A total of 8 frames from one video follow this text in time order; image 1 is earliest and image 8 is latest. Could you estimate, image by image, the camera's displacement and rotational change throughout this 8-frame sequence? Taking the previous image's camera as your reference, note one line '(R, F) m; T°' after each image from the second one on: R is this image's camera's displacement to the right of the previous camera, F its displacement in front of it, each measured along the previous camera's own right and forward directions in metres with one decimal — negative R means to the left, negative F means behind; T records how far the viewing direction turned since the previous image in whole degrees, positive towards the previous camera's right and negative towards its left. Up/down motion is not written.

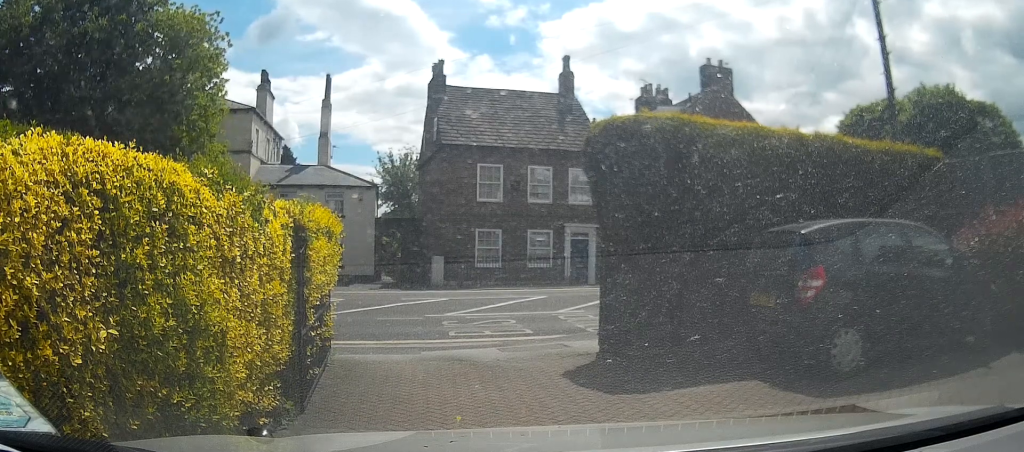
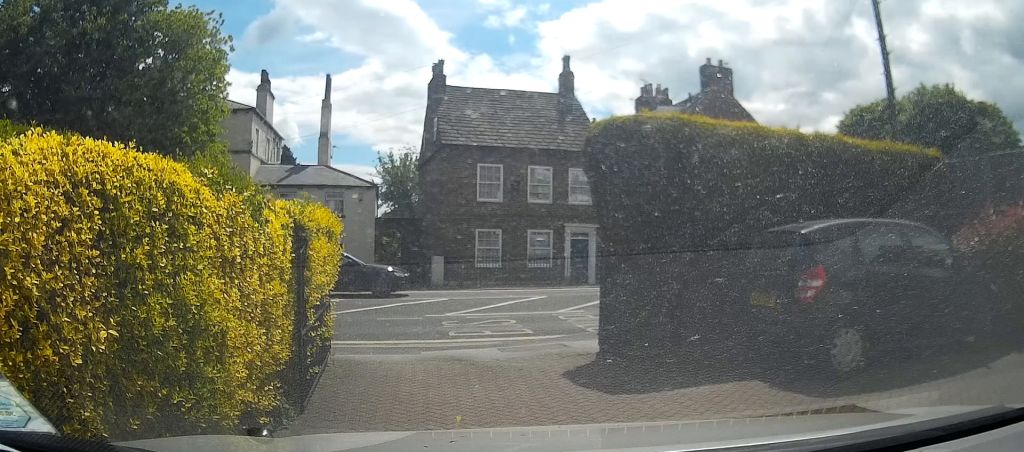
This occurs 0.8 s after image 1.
(-0.2, +0.3) m; 0°
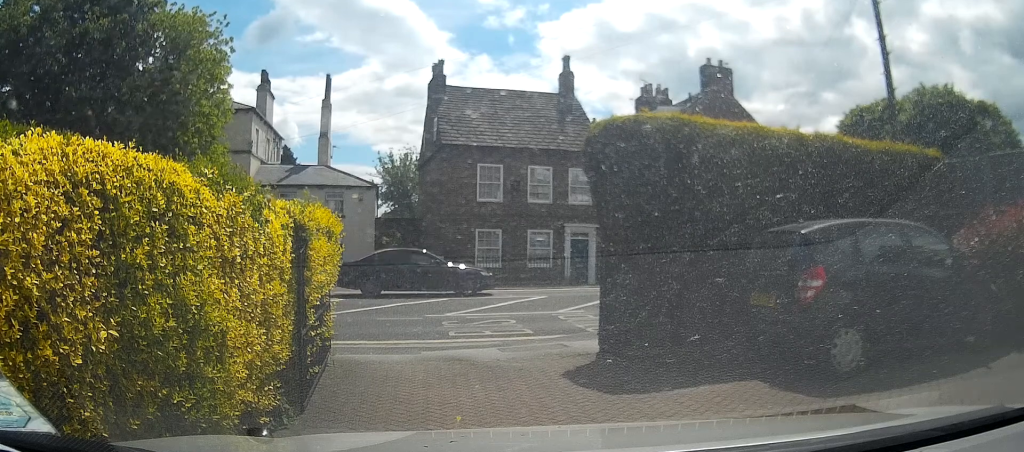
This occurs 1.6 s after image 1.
(0.0, 0.0) m; 0°
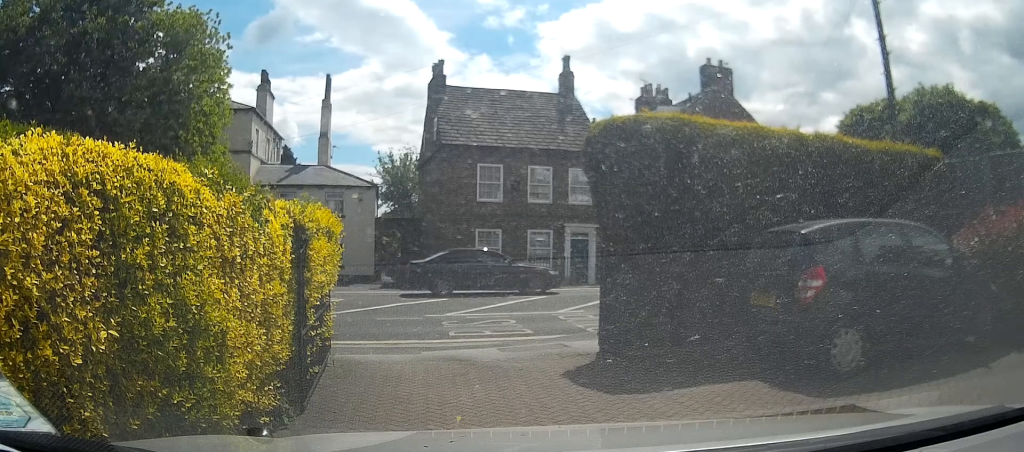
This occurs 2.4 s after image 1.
(0.0, 0.0) m; 0°
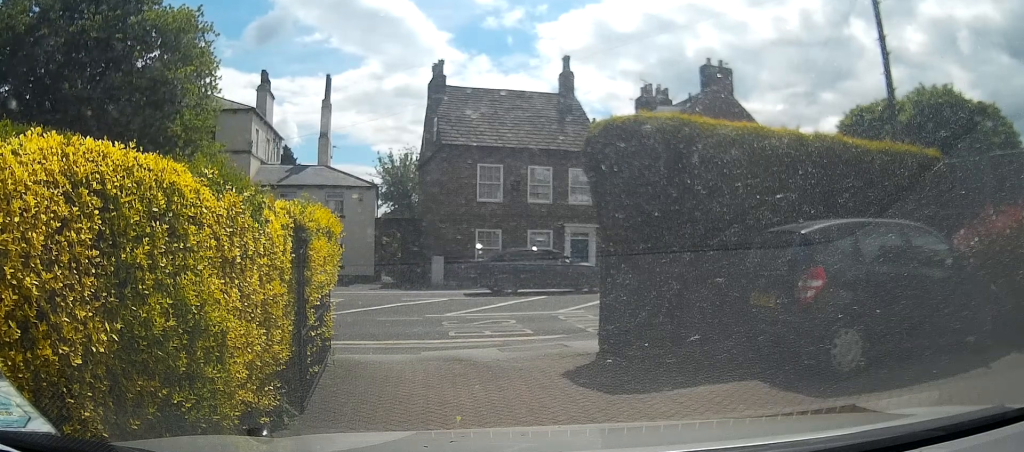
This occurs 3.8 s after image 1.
(0.0, 0.0) m; 0°
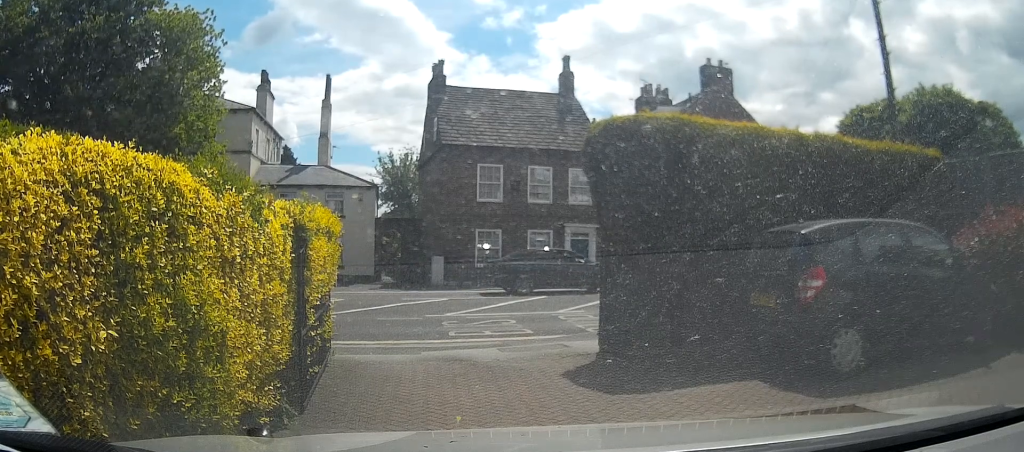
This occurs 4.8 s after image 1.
(0.0, 0.0) m; 0°
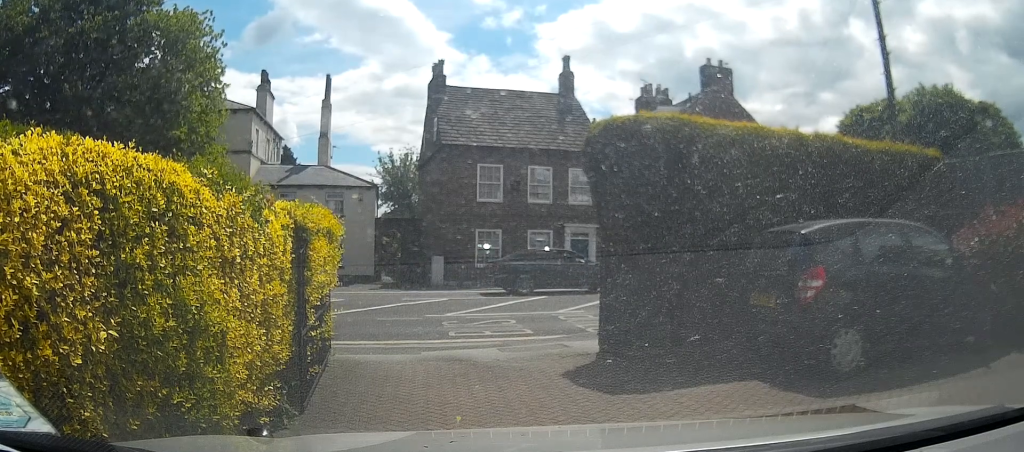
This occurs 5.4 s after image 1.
(0.0, 0.0) m; 0°
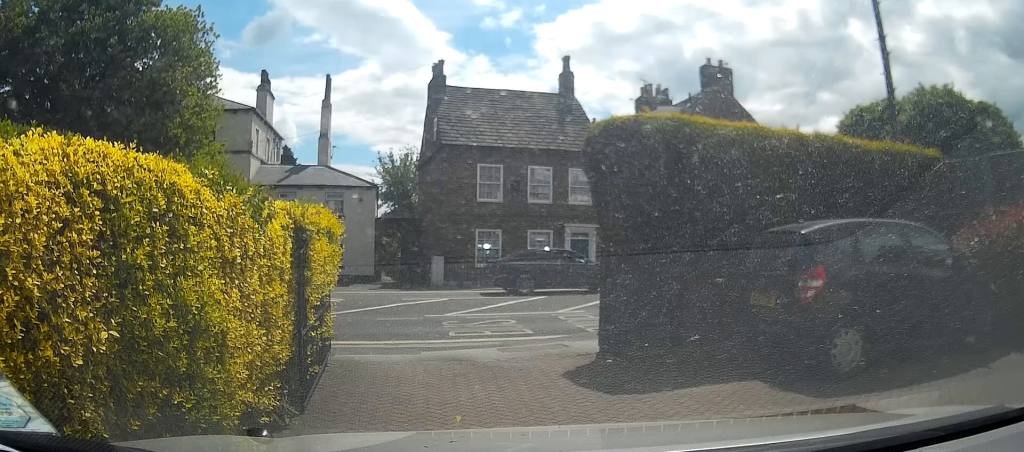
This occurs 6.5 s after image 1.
(0.0, 0.0) m; 0°
